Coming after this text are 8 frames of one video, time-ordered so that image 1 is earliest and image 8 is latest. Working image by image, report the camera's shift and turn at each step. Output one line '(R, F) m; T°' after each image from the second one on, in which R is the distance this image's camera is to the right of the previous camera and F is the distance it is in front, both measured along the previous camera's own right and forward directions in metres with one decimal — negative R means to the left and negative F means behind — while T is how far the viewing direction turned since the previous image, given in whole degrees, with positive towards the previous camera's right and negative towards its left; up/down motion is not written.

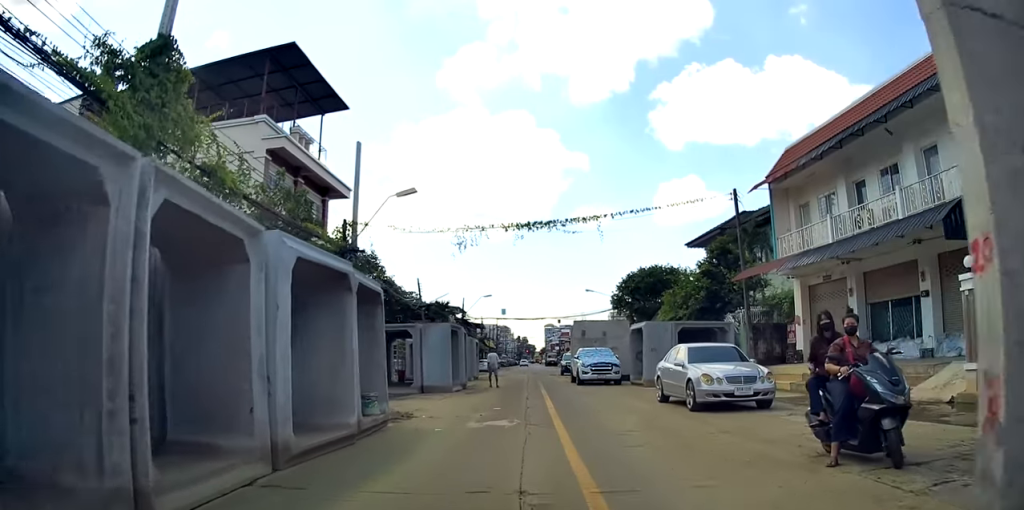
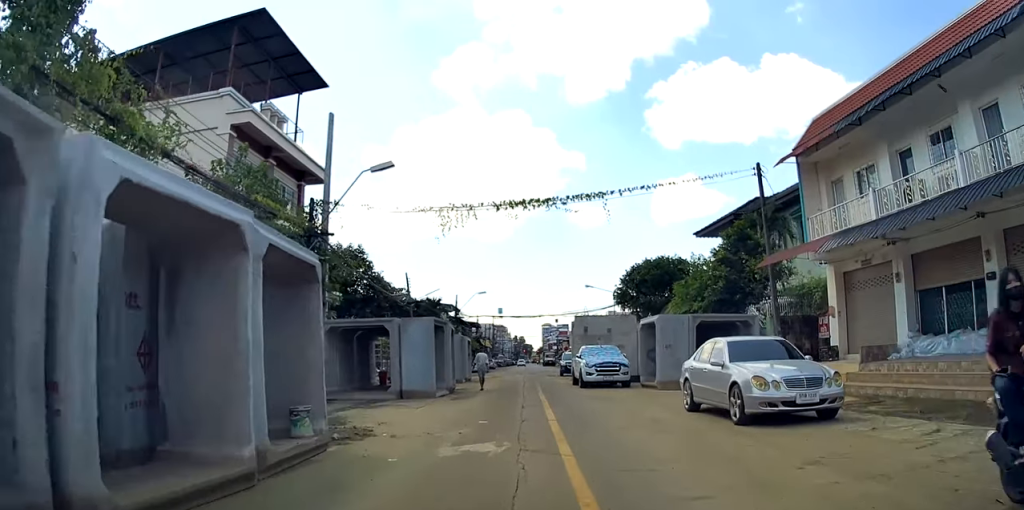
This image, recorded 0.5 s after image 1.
(0.0, +4.1) m; -1°
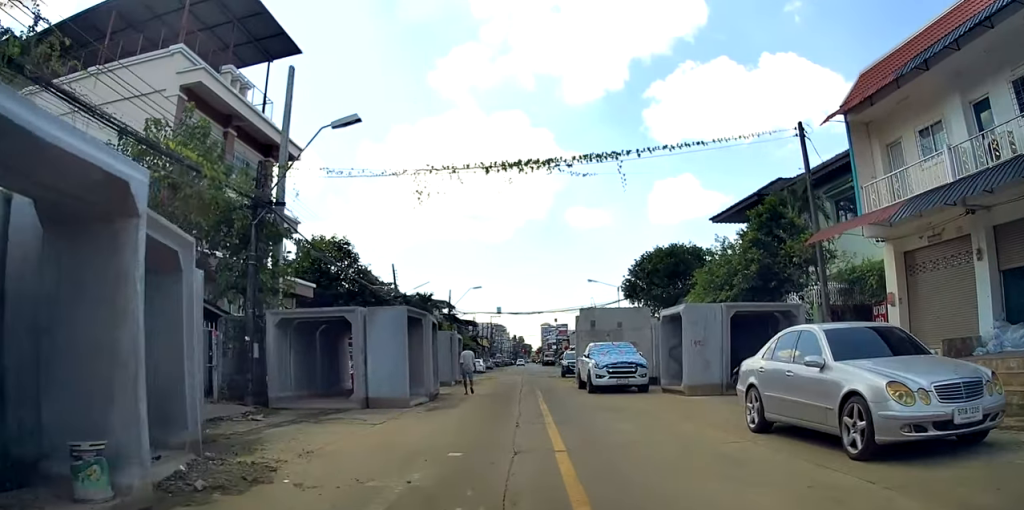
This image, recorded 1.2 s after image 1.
(0.0, +5.4) m; -3°
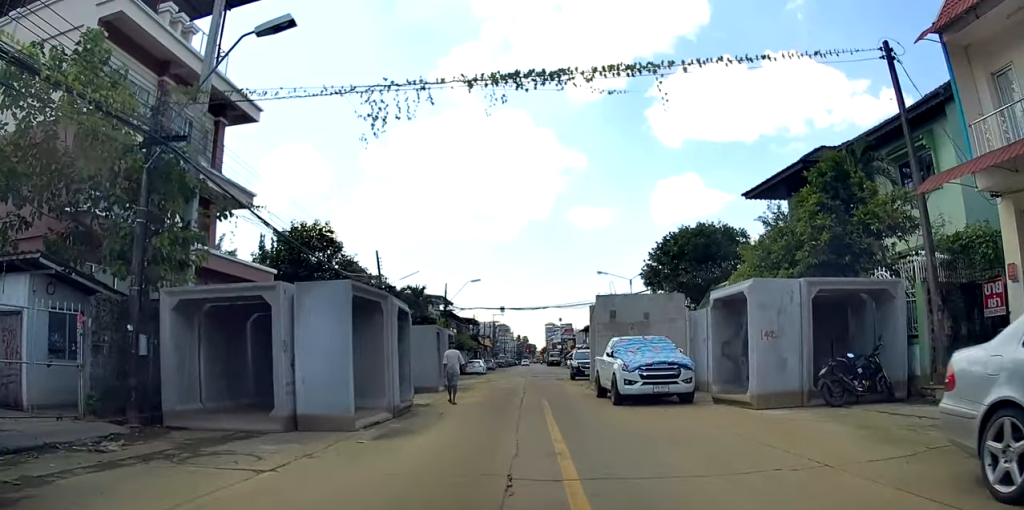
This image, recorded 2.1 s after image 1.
(-0.3, +7.4) m; 0°
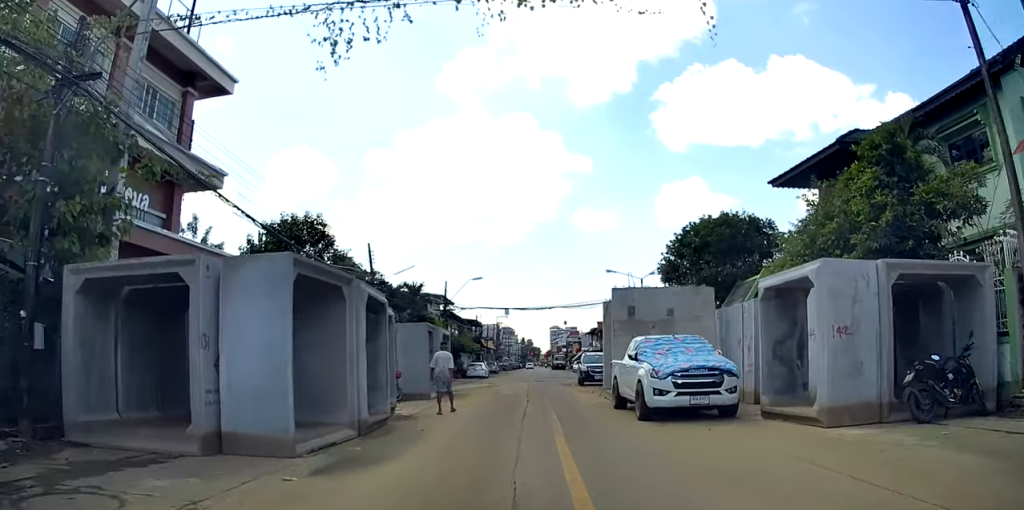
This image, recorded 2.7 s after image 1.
(0.0, +4.2) m; +1°
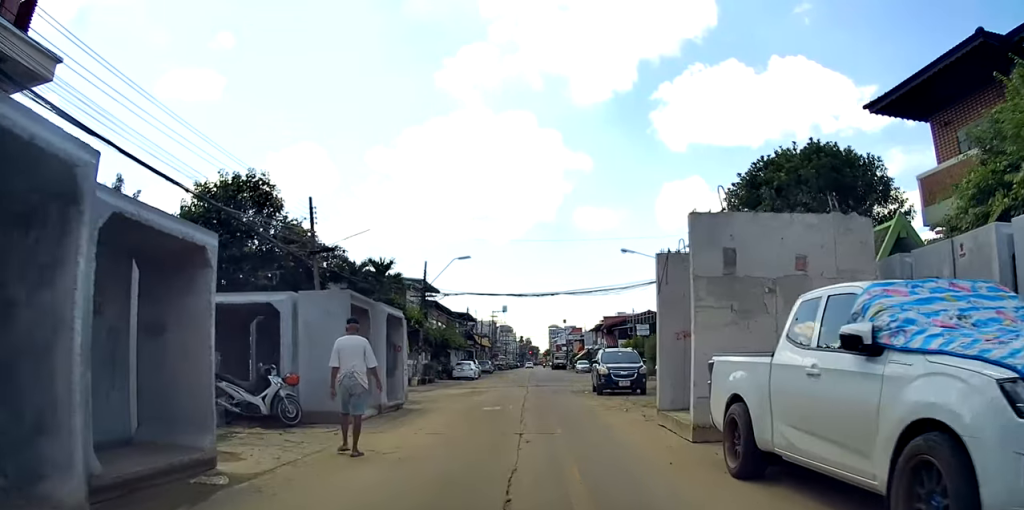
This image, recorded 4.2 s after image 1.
(+0.5, +11.3) m; +4°
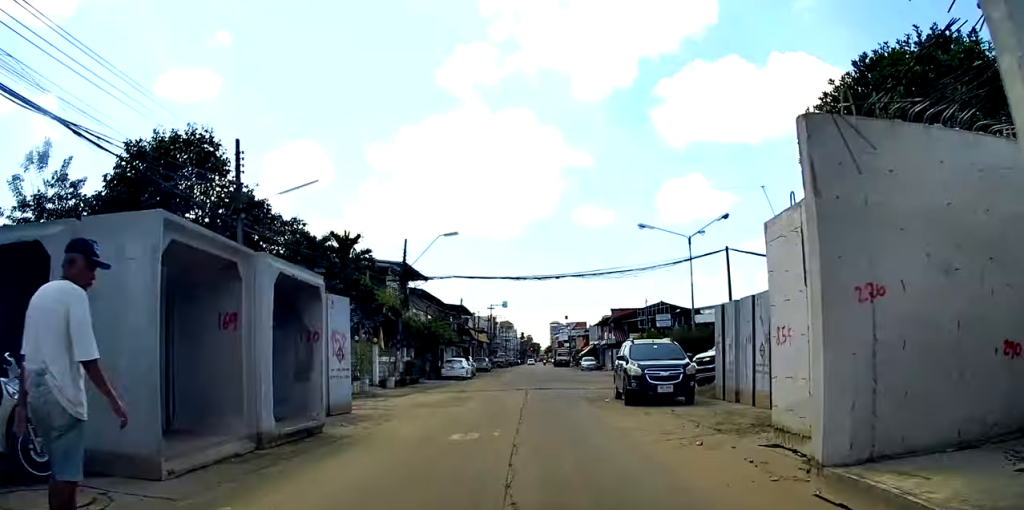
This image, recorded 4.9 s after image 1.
(0.0, +4.9) m; 0°
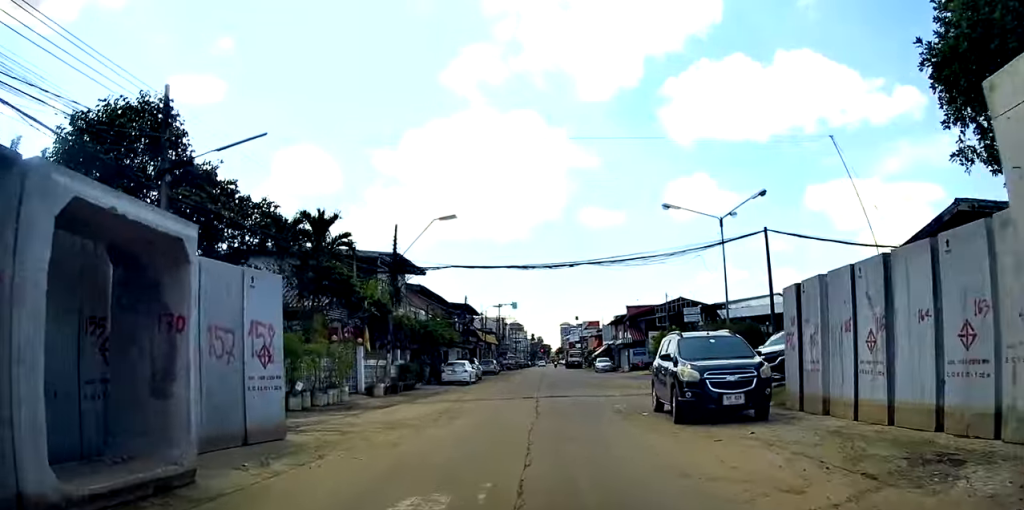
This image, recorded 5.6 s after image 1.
(0.0, +5.0) m; 0°
